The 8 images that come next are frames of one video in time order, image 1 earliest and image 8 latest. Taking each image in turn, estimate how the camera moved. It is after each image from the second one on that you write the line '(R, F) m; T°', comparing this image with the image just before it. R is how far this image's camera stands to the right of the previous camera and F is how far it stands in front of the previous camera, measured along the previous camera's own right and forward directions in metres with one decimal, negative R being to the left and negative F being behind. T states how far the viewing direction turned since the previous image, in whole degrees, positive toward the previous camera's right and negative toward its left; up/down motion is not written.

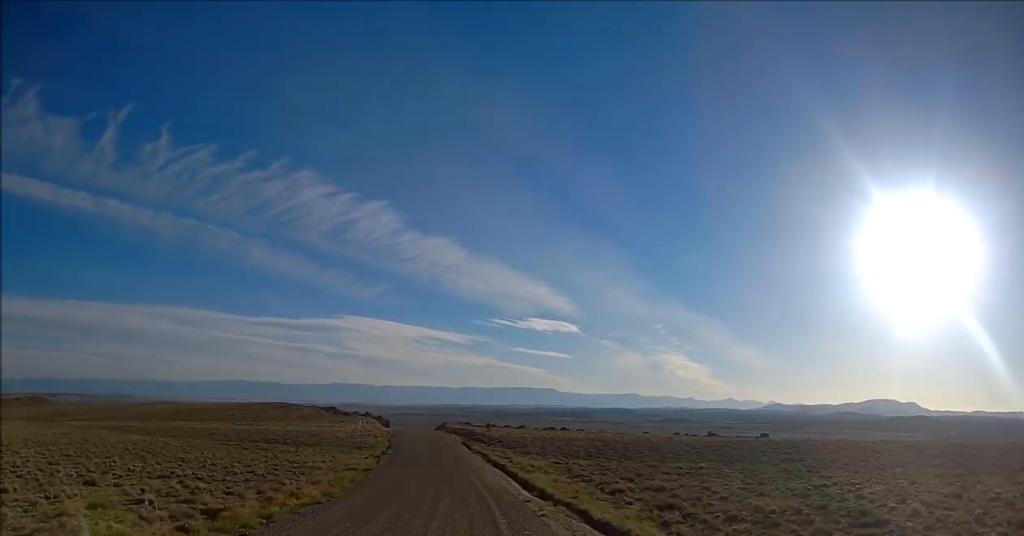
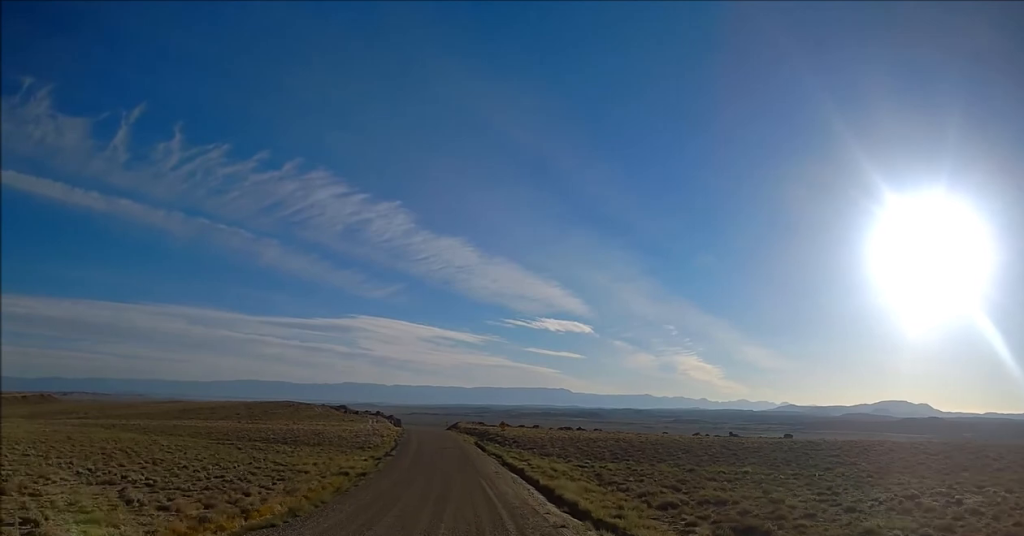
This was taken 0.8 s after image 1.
(0.0, +8.0) m; -1°
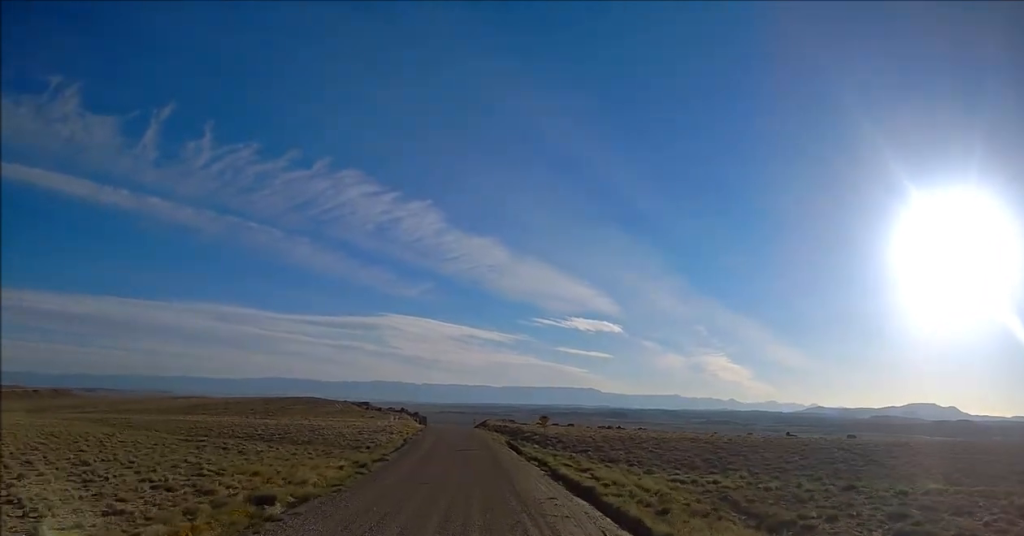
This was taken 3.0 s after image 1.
(-0.2, +19.9) m; -1°
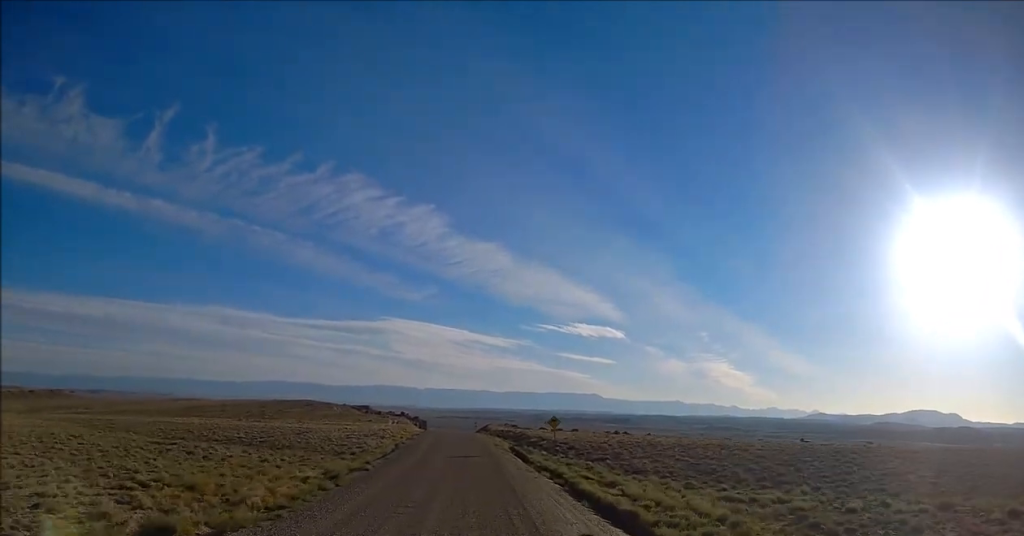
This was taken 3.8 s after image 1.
(+0.1, +7.5) m; -1°
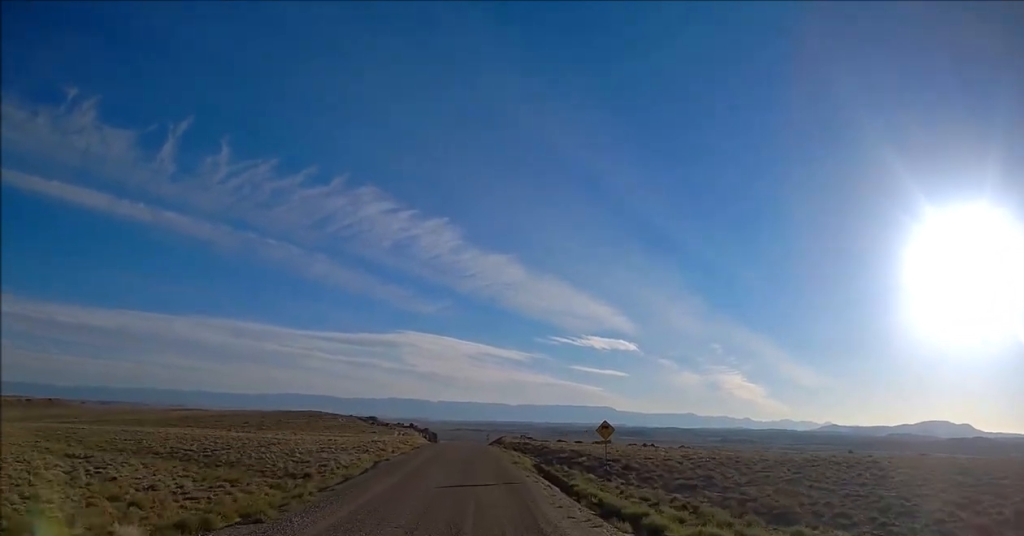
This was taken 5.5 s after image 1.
(-0.3, +17.9) m; +1°
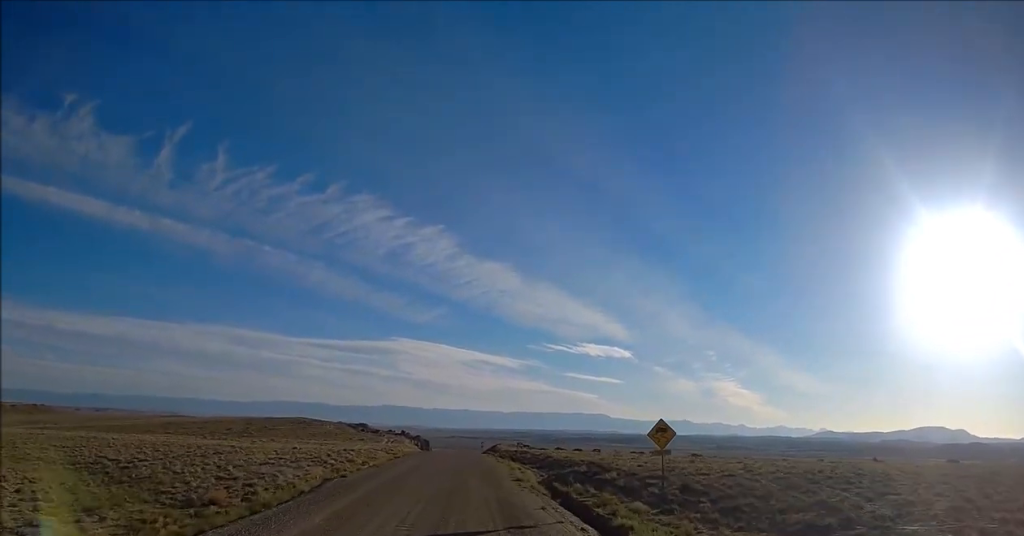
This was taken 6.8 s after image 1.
(+0.3, +12.8) m; +1°
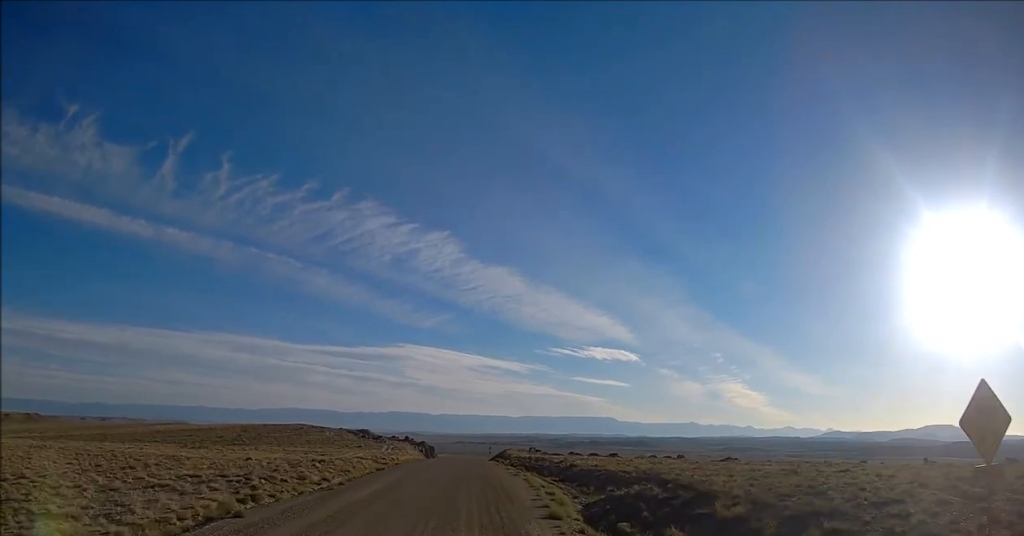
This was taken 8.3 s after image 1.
(0.0, +15.2) m; 0°
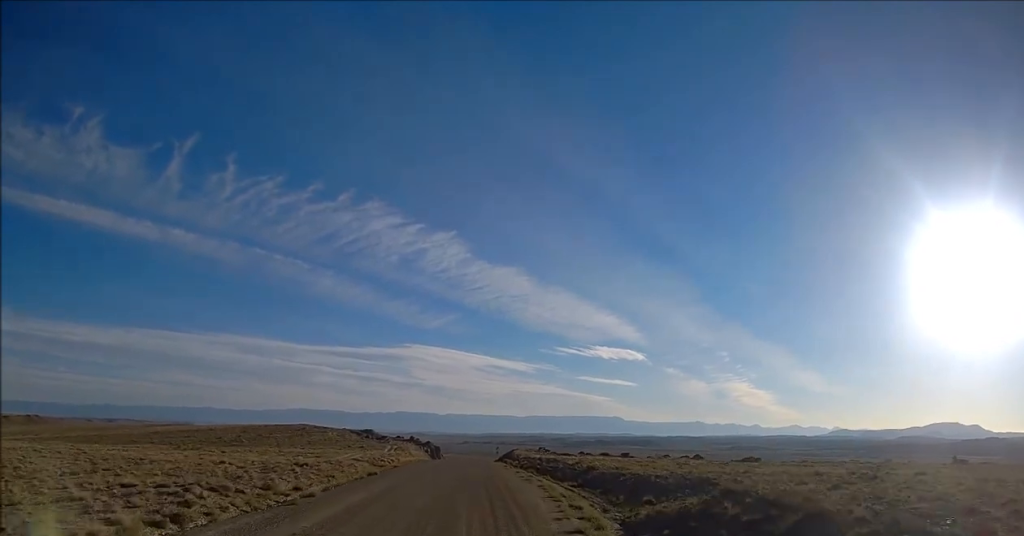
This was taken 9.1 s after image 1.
(0.0, +7.0) m; -1°
